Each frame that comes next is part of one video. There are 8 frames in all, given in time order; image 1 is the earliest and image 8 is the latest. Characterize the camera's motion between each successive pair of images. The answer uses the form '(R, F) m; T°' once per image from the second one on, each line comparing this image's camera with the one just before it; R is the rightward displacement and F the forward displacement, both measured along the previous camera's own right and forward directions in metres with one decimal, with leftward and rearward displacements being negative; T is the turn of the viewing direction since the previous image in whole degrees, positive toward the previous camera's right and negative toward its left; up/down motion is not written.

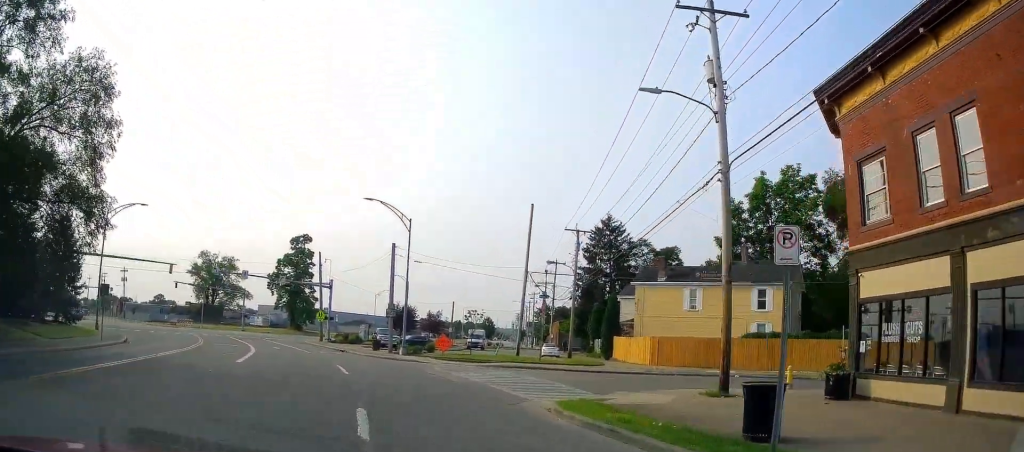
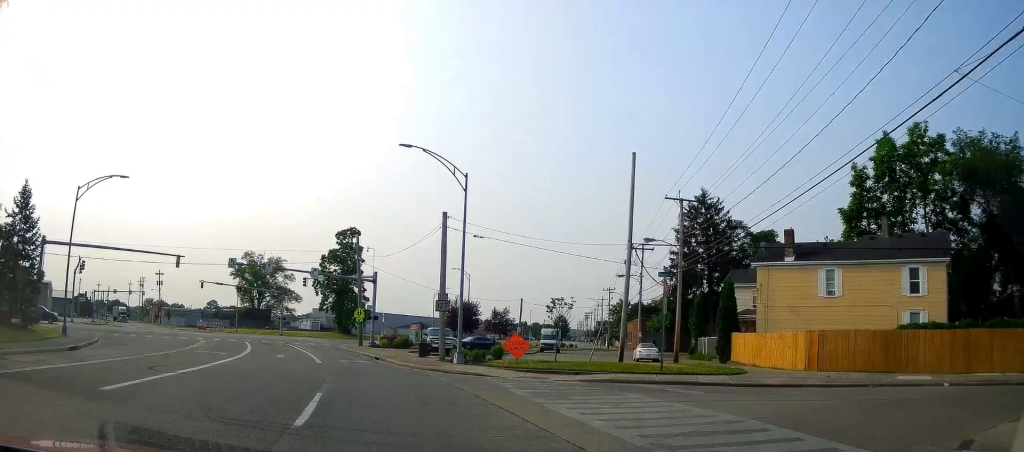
(-0.4, +11.3) m; -7°
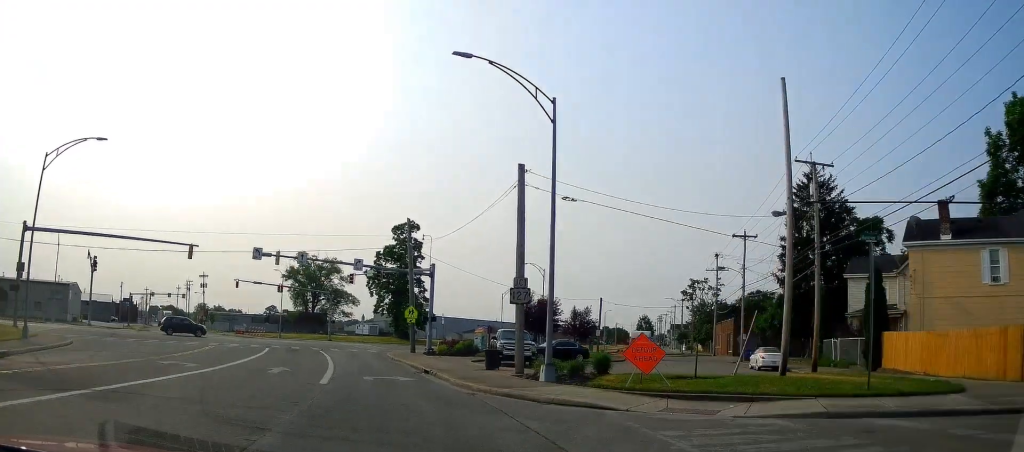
(-0.7, +9.6) m; -5°
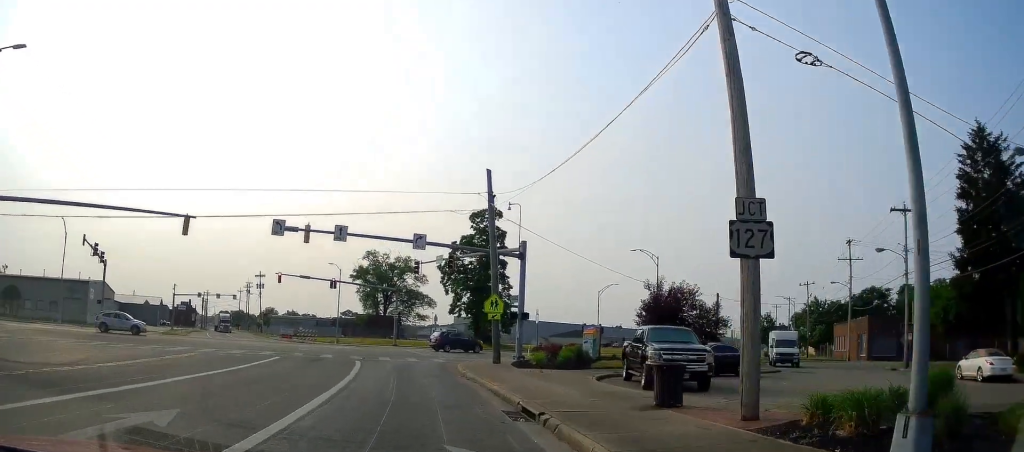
(-0.4, +13.3) m; -5°
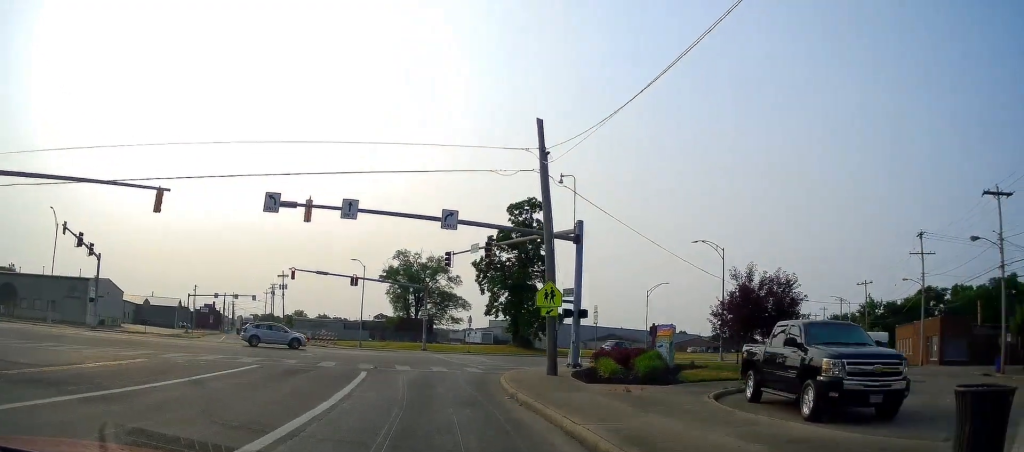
(-0.2, +7.2) m; -3°
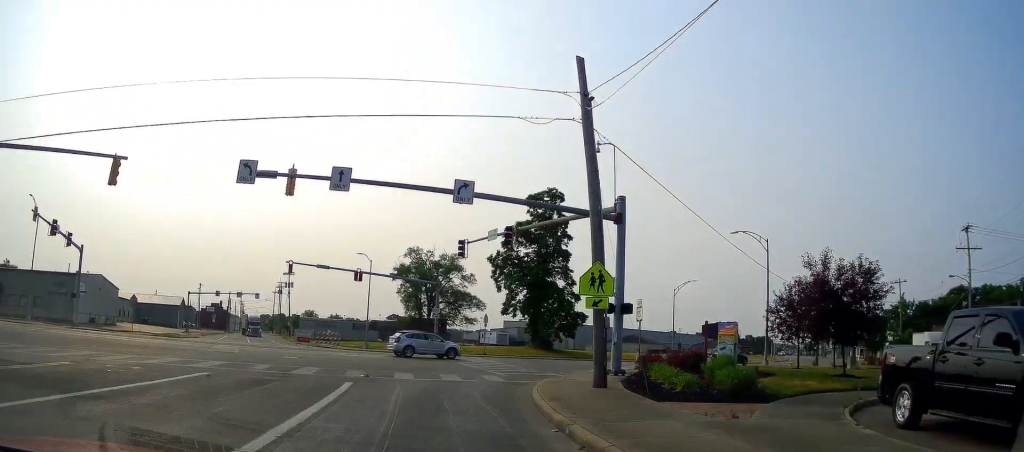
(-0.8, +5.5) m; -2°
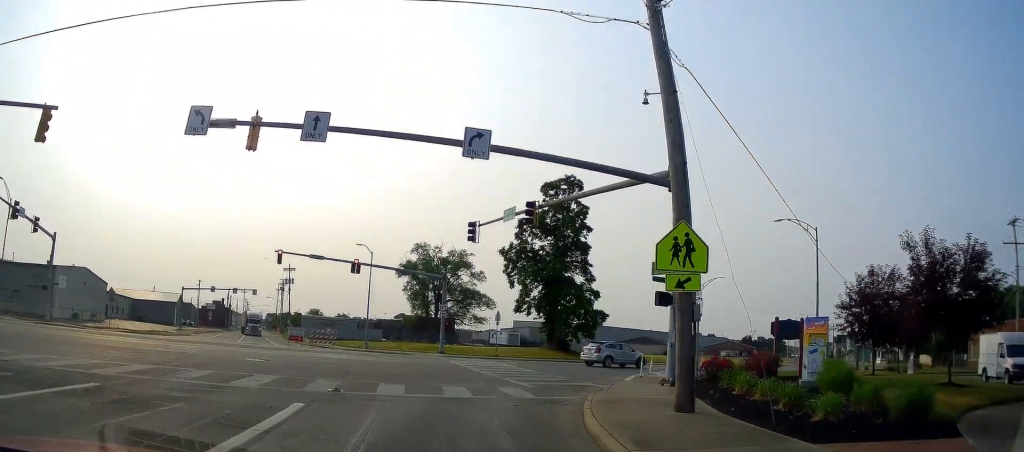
(+0.7, +5.6) m; -2°
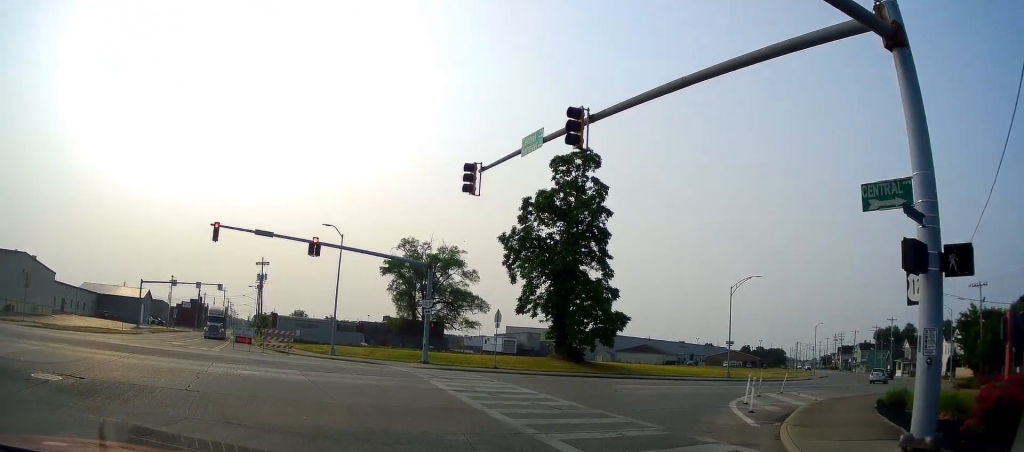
(-0.9, +12.0) m; +4°
